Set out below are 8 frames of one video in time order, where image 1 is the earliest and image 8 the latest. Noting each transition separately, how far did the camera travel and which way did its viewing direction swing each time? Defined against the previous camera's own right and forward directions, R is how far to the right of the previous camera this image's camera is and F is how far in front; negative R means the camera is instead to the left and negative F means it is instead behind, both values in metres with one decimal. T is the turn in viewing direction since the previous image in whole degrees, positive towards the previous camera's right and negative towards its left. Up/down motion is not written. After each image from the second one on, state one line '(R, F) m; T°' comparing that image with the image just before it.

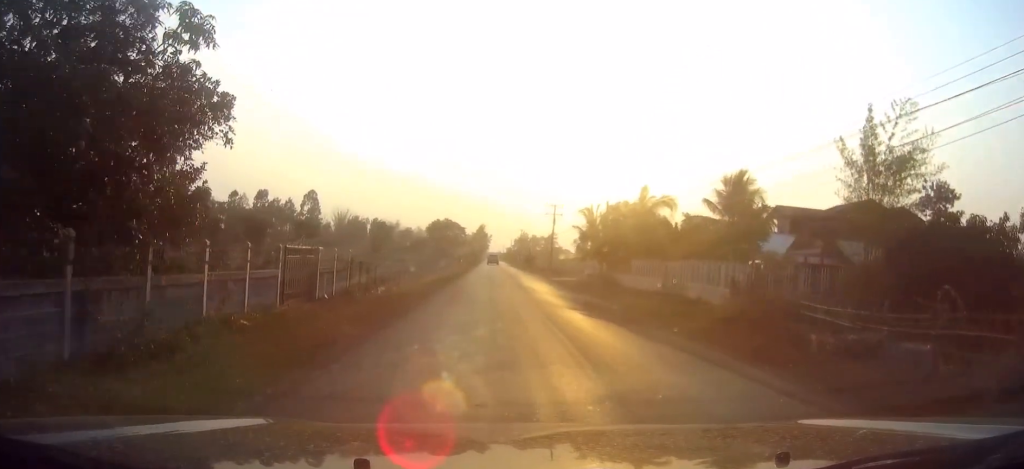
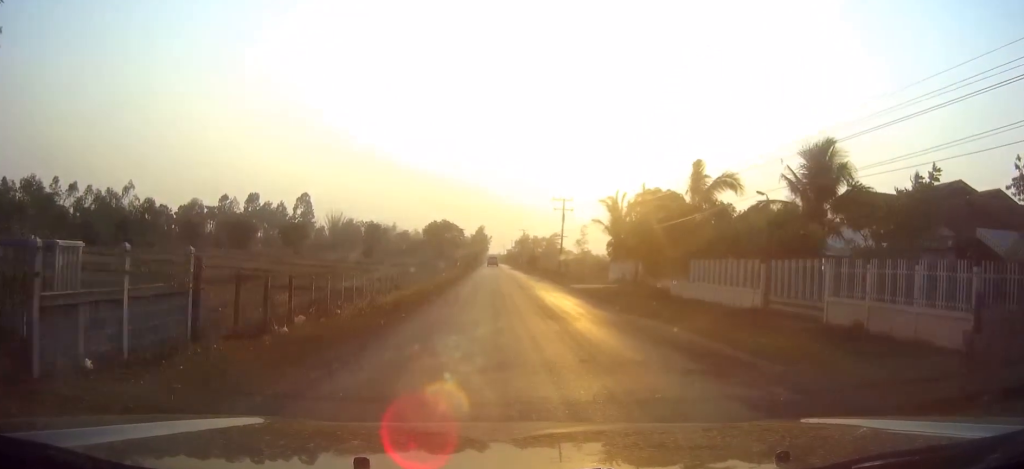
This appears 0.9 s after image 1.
(+0.1, +12.4) m; 0°
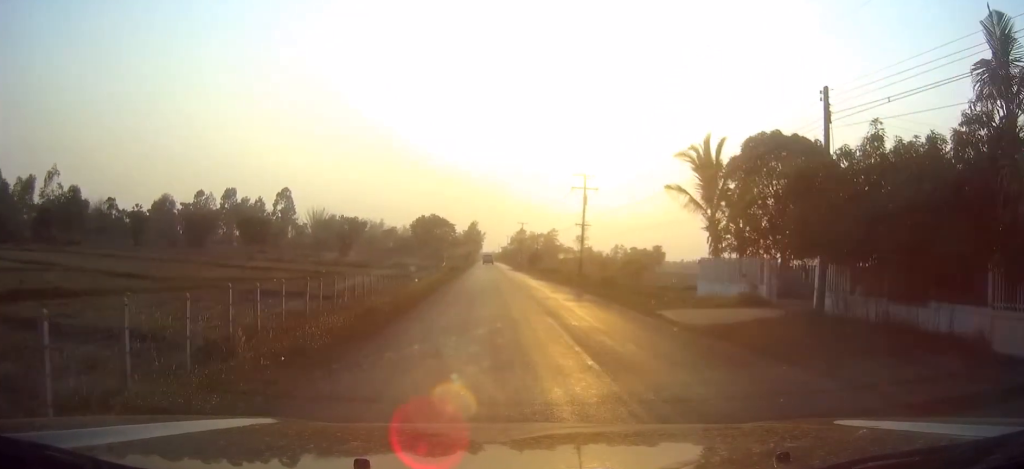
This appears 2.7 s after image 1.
(0.0, +24.2) m; +1°
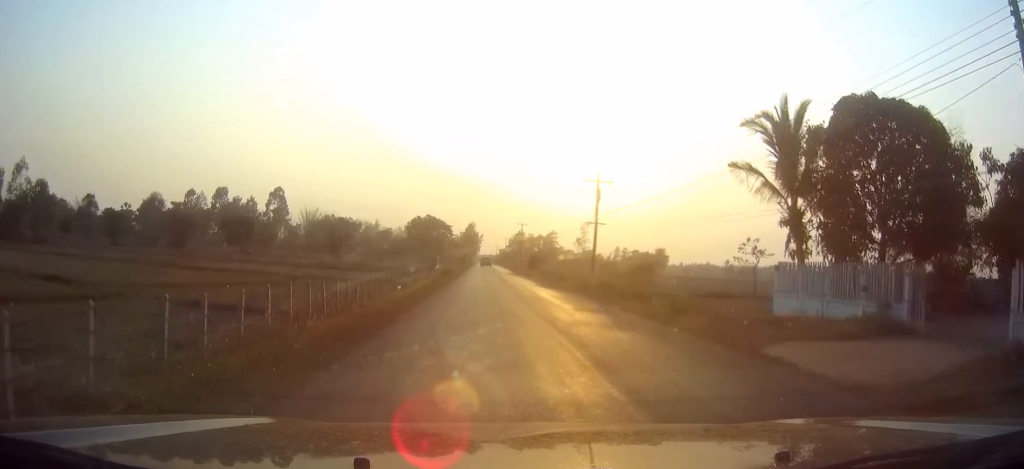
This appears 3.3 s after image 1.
(+0.1, +8.5) m; 0°
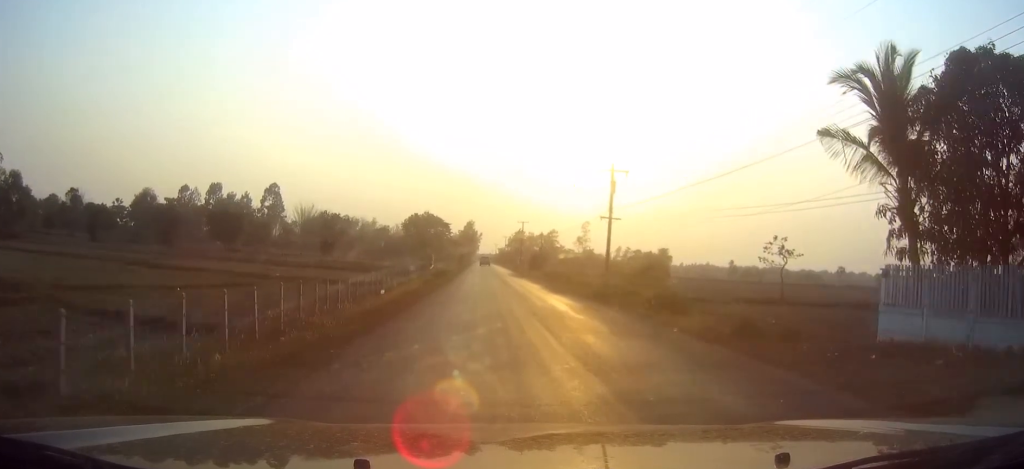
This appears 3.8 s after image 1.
(0.0, +6.6) m; 0°
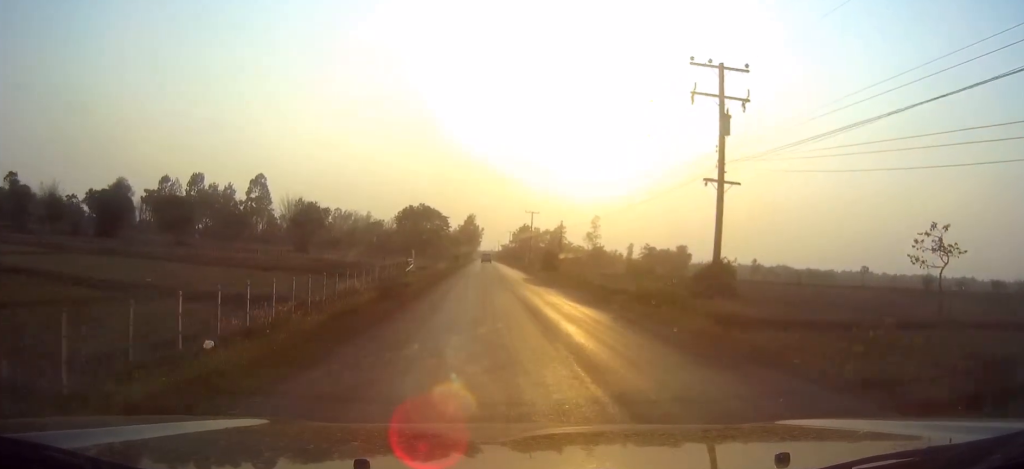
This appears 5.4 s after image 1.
(0.0, +23.5) m; 0°
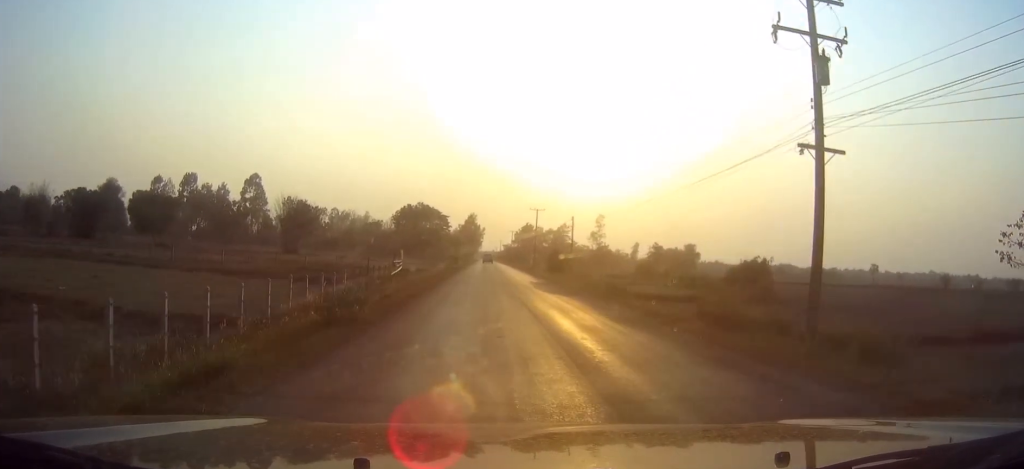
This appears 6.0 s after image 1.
(-0.1, +8.8) m; 0°
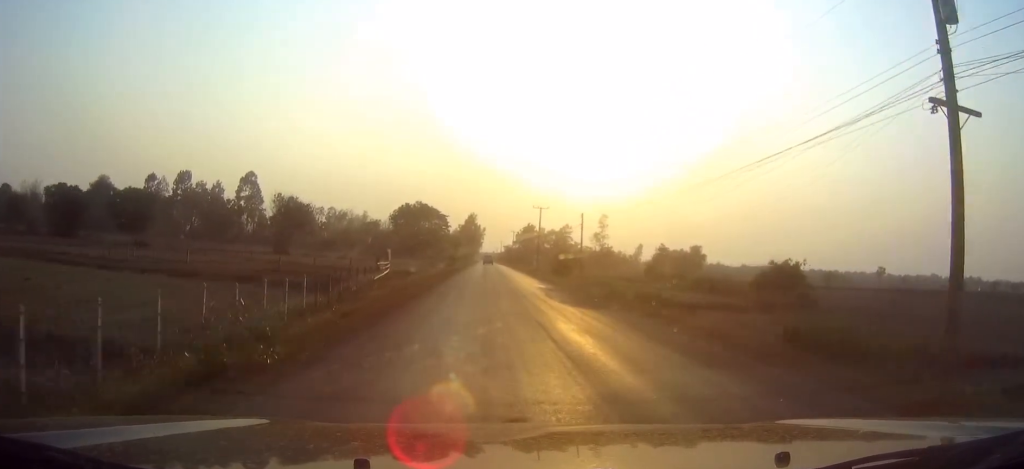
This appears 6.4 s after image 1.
(0.0, +6.3) m; 0°
